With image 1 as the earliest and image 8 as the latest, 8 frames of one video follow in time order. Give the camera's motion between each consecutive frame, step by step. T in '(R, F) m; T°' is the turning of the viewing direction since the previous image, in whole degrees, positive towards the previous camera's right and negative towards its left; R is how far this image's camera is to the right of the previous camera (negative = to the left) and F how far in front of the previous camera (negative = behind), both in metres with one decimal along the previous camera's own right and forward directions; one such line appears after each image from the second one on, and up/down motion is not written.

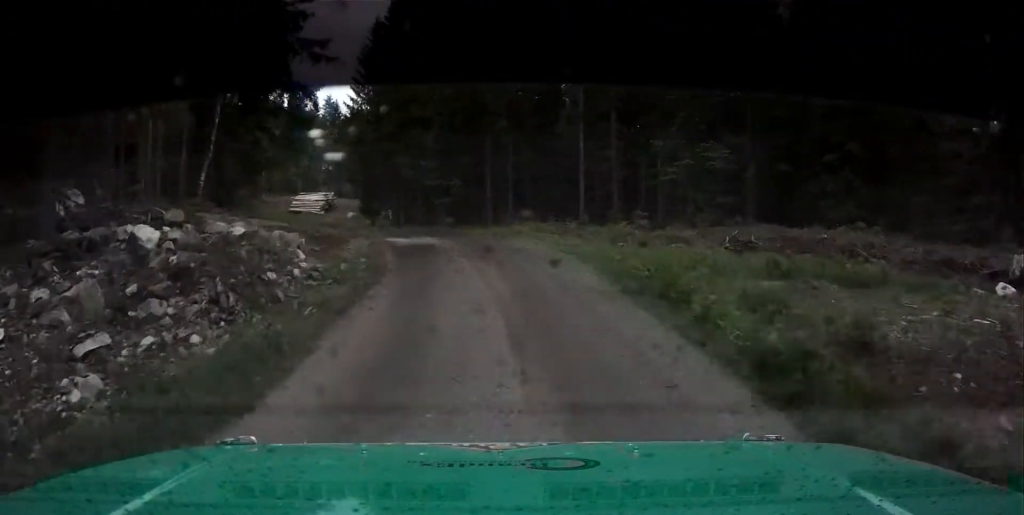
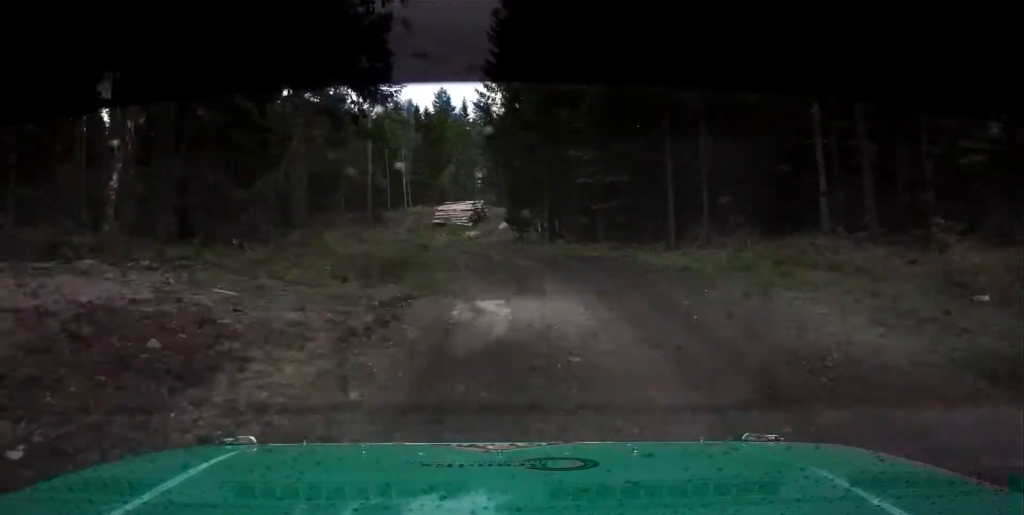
(-0.3, +13.0) m; -2°
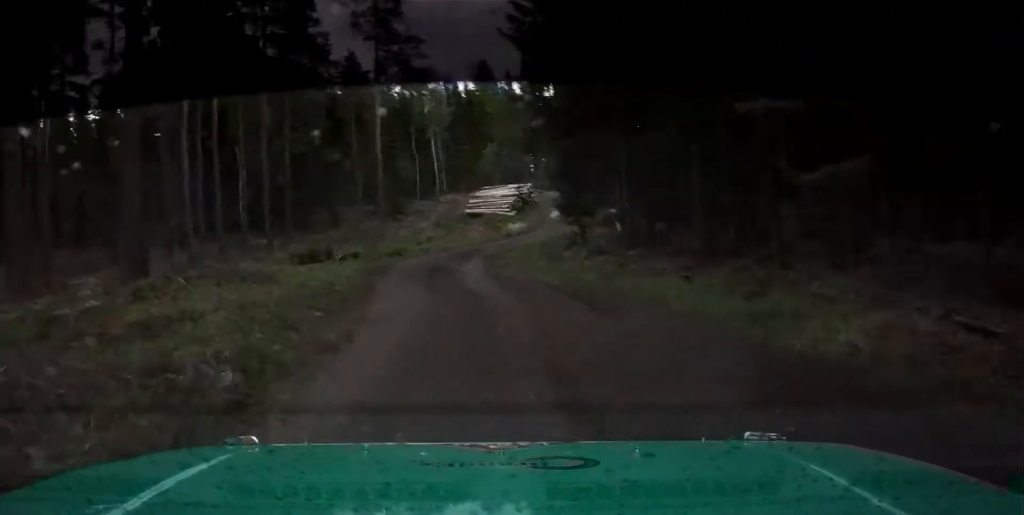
(+0.1, +20.2) m; -4°
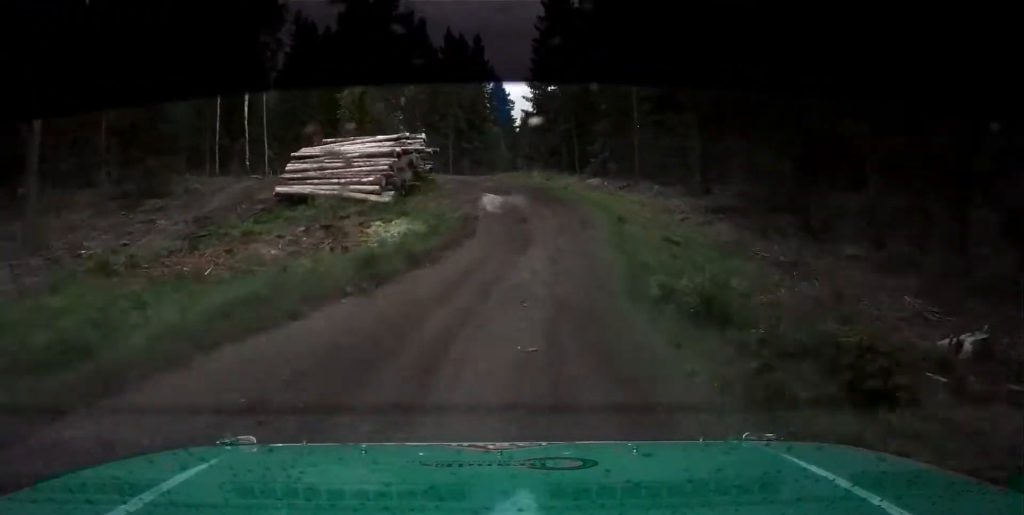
(-1.9, +43.7) m; +1°
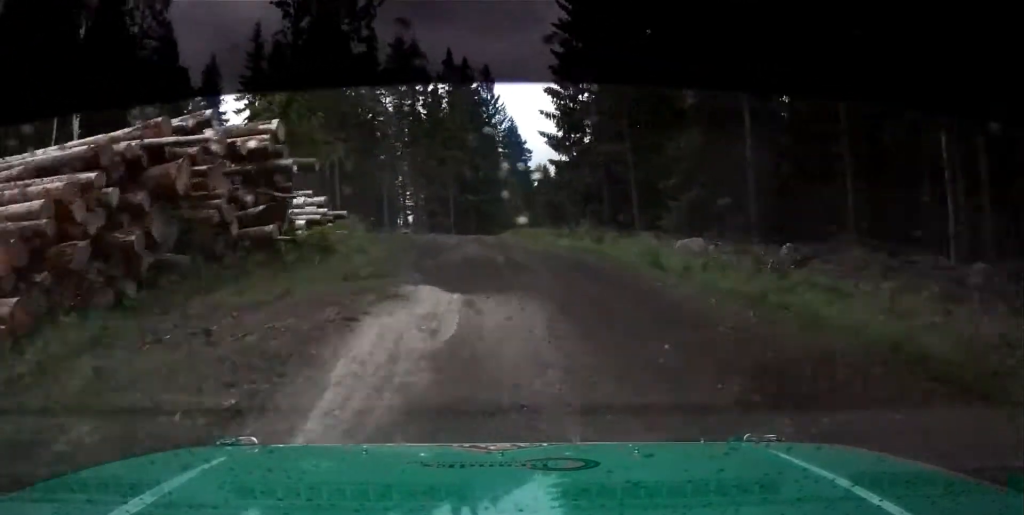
(+1.0, +22.2) m; +1°
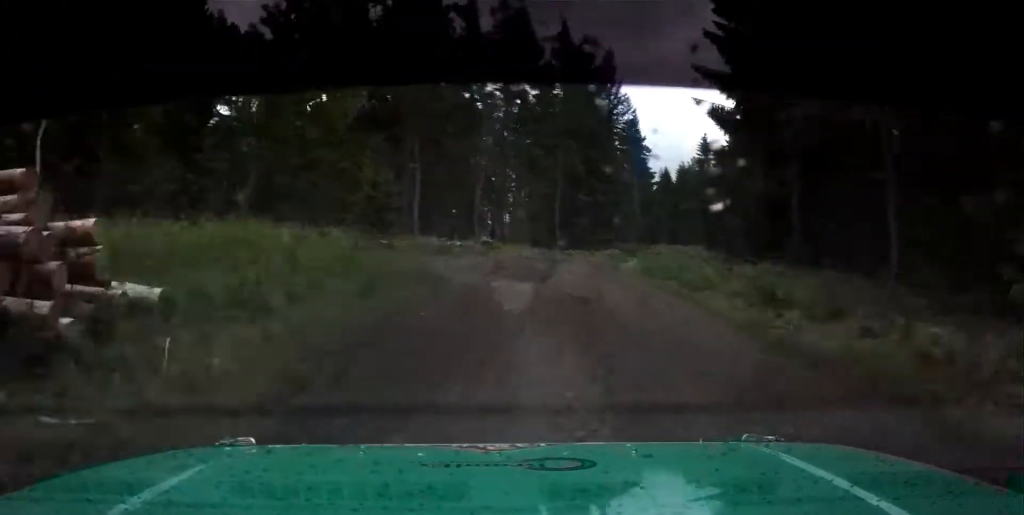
(-0.2, +15.1) m; +1°
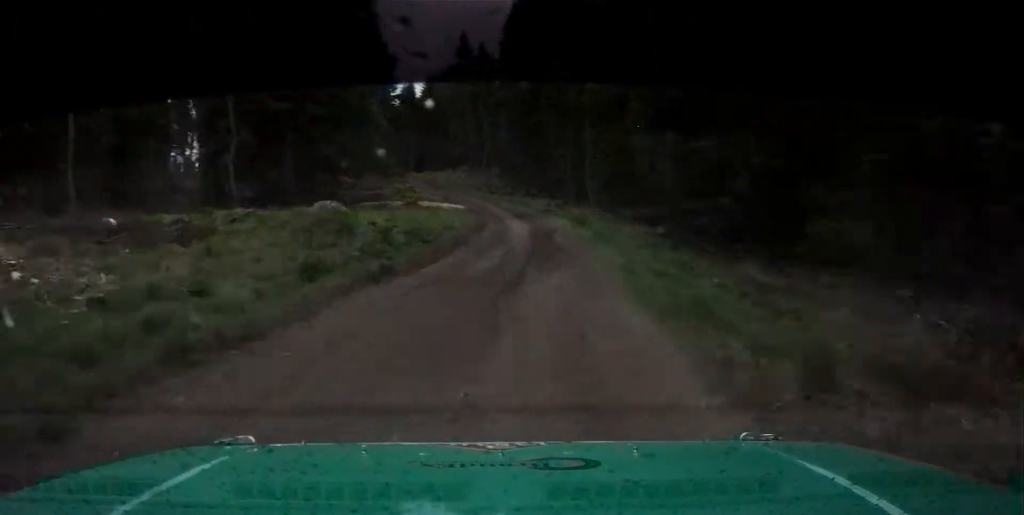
(+1.7, +37.2) m; +9°
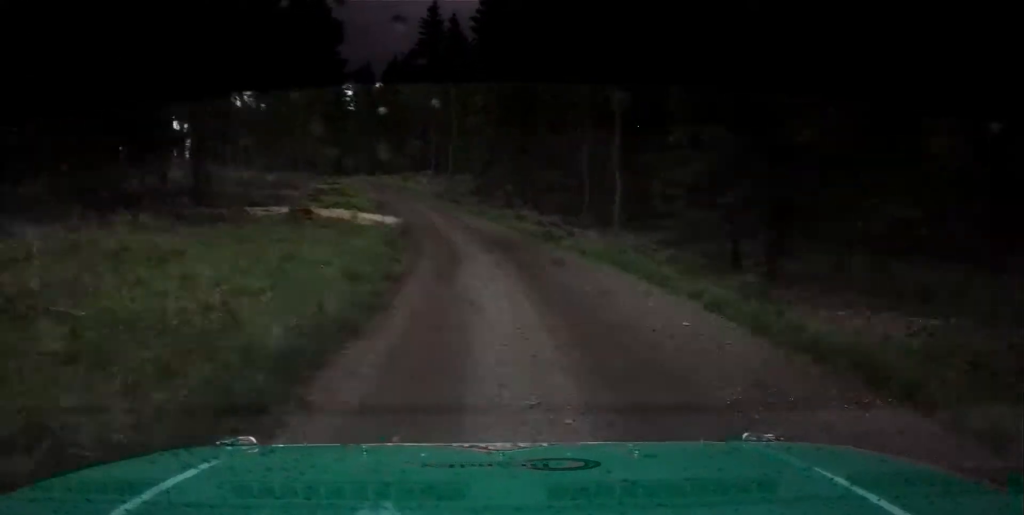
(+1.4, +26.4) m; 0°
